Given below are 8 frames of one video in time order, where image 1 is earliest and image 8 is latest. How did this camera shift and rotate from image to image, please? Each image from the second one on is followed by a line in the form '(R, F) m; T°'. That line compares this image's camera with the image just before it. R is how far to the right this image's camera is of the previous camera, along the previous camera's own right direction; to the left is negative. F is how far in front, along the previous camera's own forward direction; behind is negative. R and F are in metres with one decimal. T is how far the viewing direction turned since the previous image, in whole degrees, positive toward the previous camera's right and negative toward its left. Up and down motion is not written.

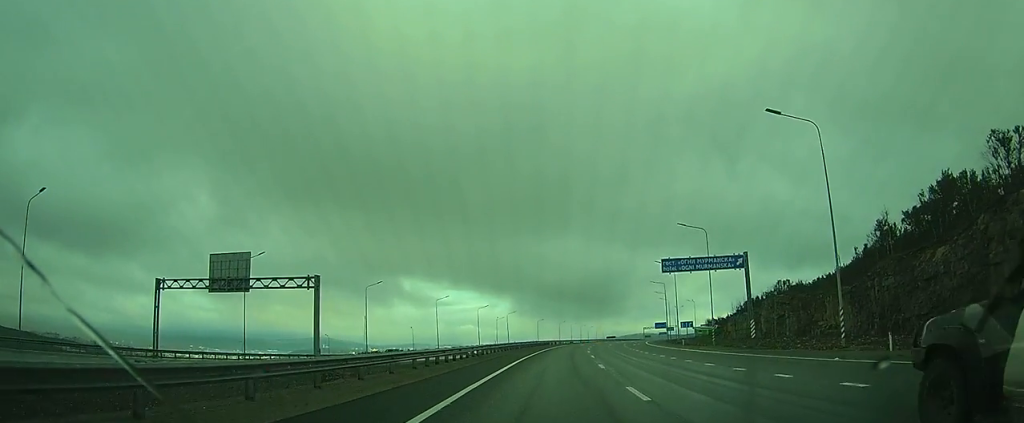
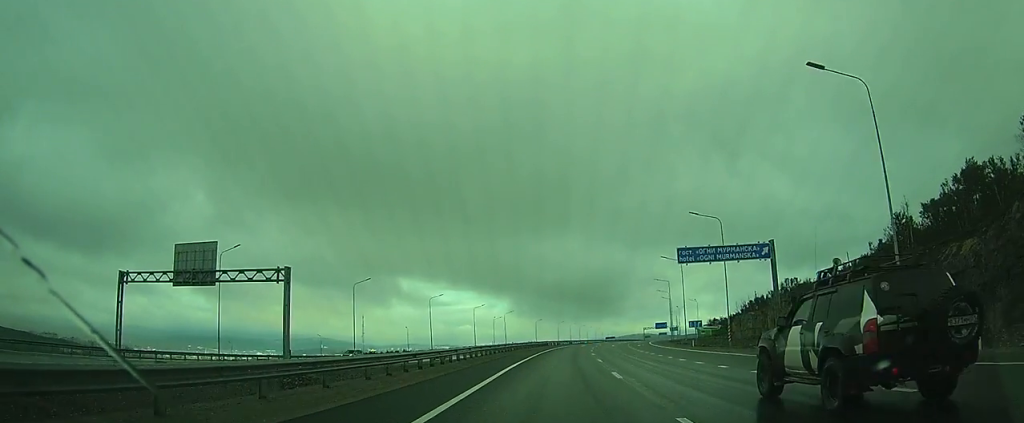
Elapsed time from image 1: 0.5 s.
(0.0, +6.3) m; 0°
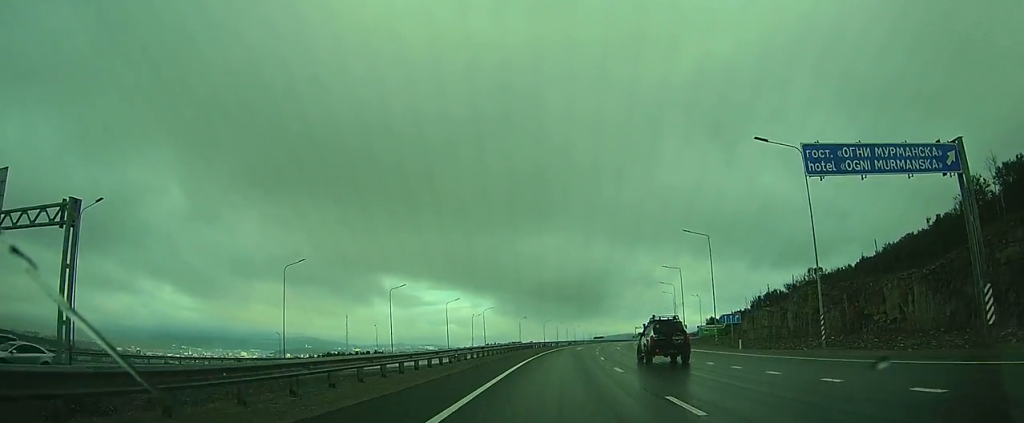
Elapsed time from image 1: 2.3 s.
(0.0, +22.3) m; 0°
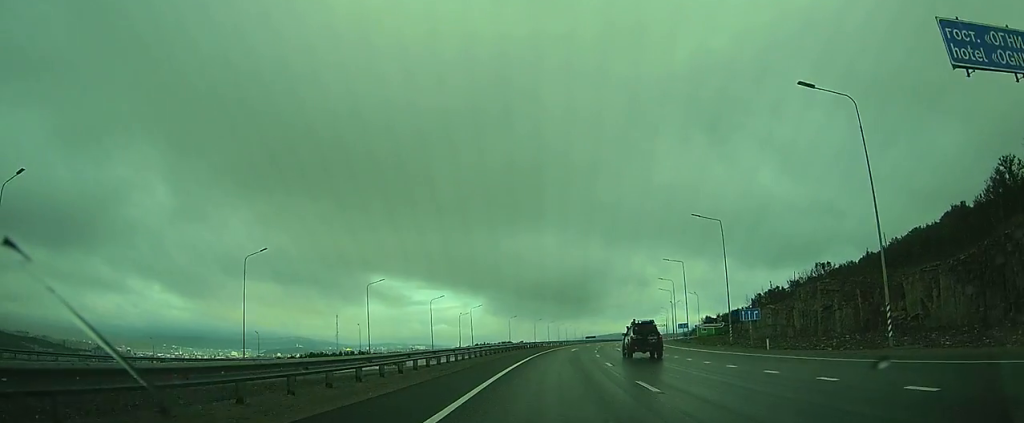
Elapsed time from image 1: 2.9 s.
(-0.1, +8.0) m; +1°
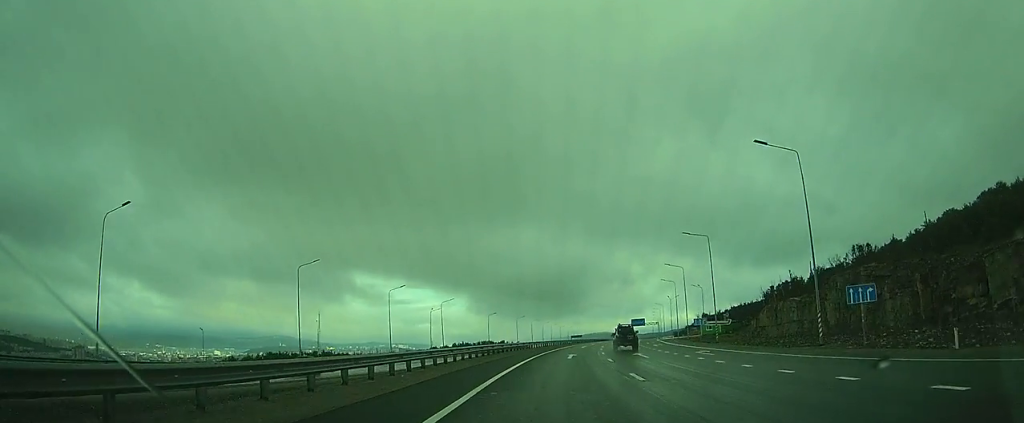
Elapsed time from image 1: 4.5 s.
(+0.7, +20.7) m; +2°
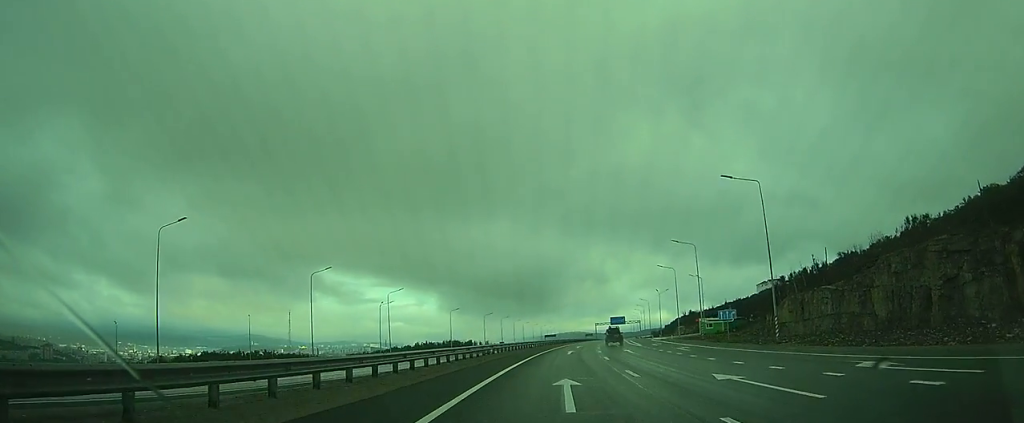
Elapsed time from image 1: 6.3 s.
(0.0, +22.8) m; 0°
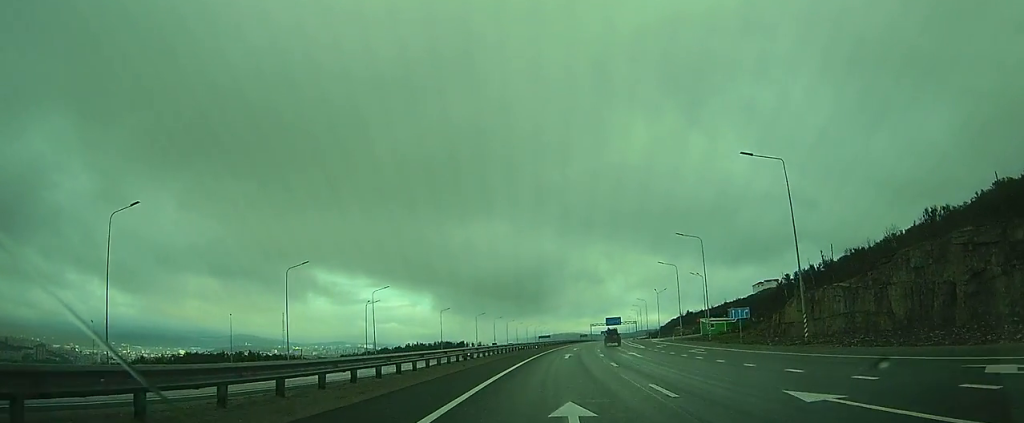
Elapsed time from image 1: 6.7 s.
(0.0, +5.7) m; 0°
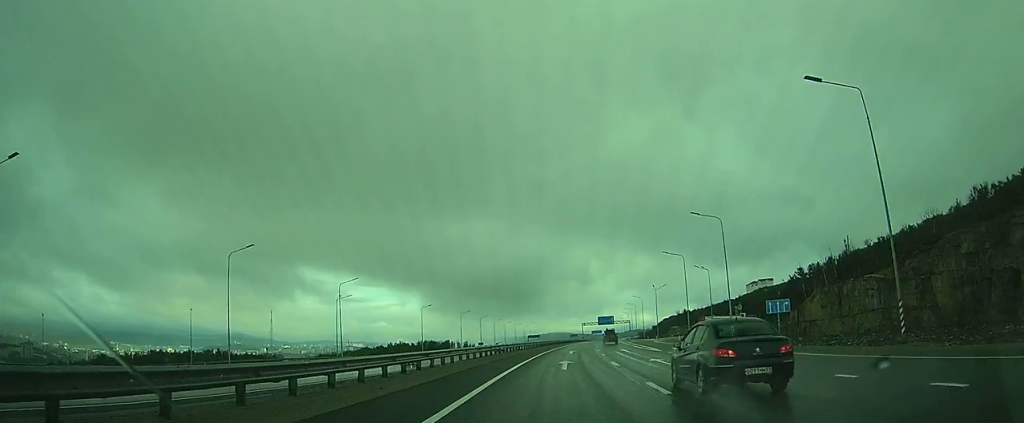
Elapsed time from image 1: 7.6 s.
(0.0, +11.7) m; +1°
